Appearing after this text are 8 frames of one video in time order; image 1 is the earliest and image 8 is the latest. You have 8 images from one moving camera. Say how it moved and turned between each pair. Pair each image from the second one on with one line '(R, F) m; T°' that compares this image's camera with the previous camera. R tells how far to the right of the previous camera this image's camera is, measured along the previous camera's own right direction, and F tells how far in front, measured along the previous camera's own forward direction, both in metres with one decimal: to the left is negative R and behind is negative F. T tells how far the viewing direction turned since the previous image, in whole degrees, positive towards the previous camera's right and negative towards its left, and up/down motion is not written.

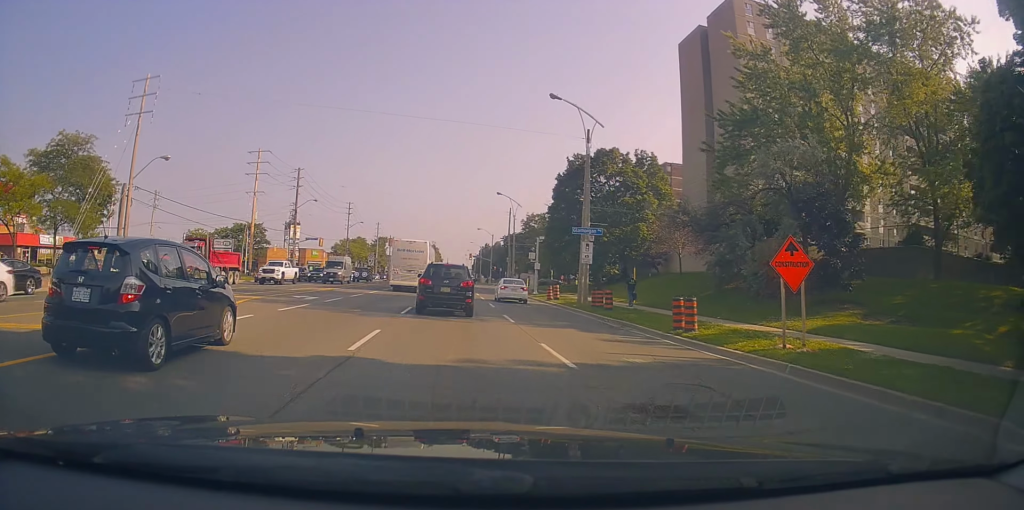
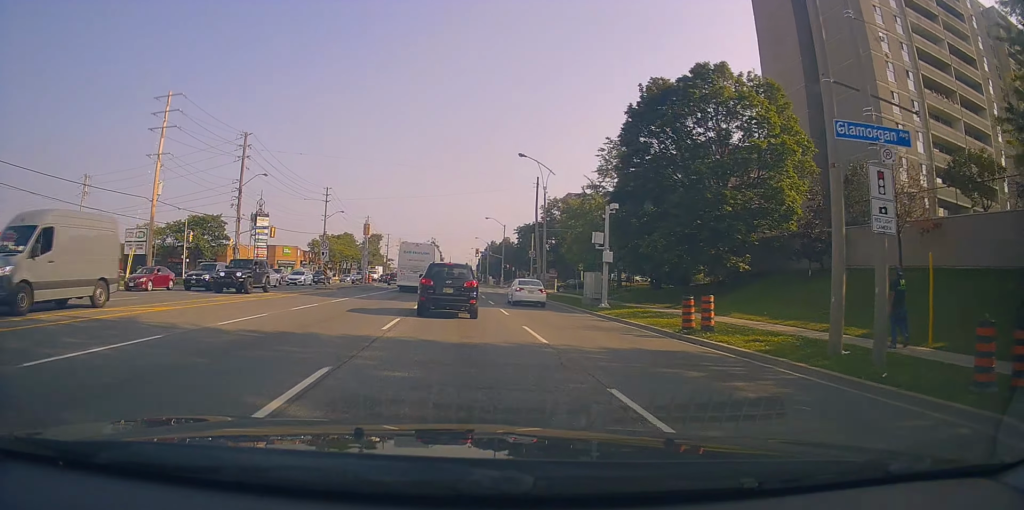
(-0.6, +23.1) m; -1°
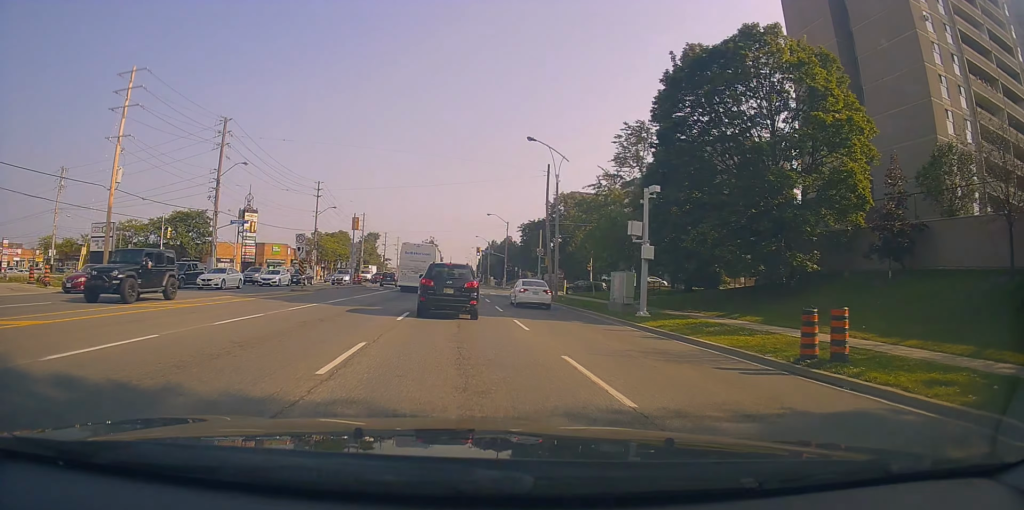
(+0.3, +6.1) m; 0°
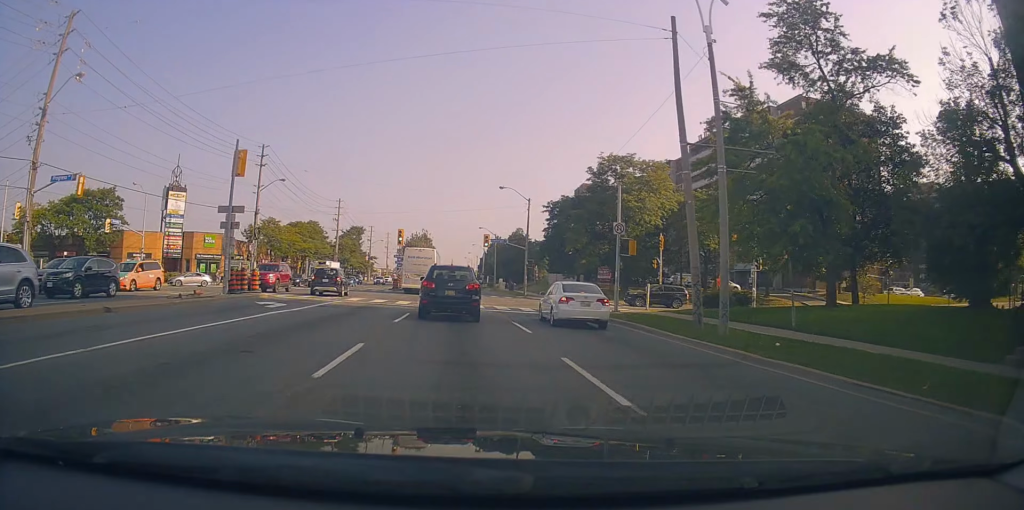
(-0.2, +27.4) m; 0°
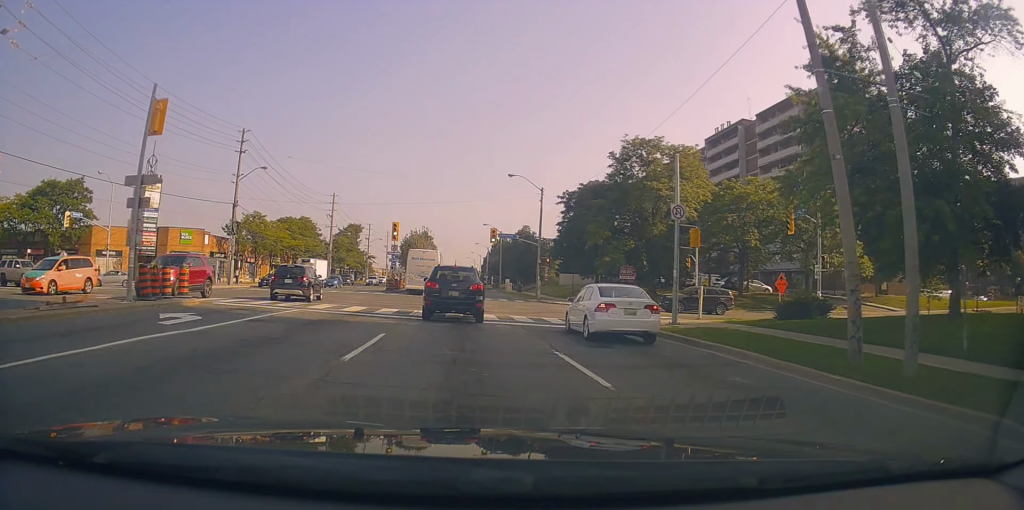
(0.0, +7.2) m; 0°
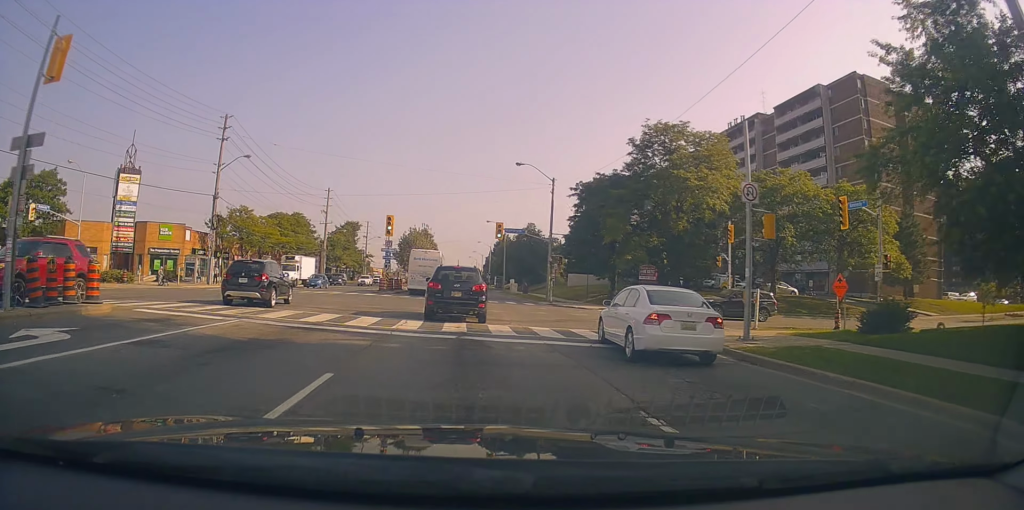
(0.0, +5.1) m; 0°
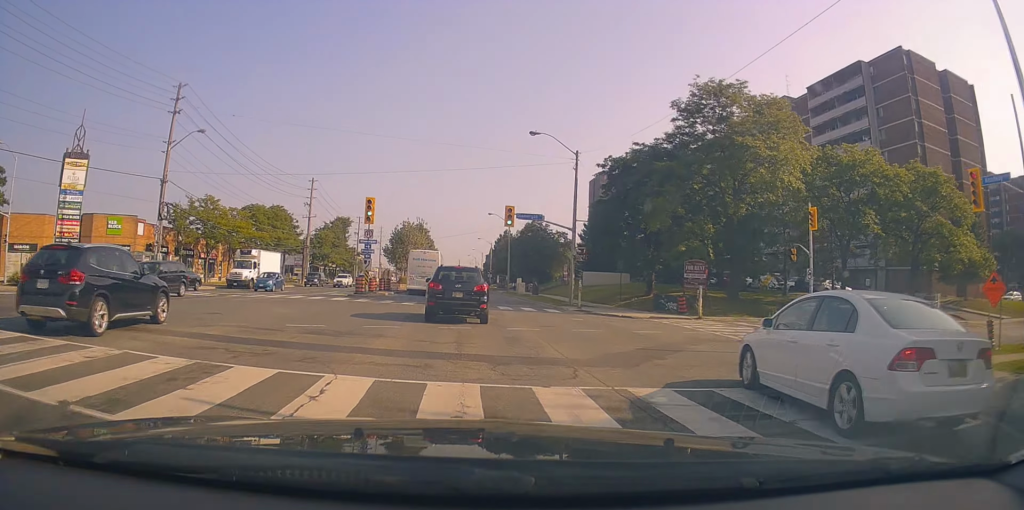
(0.0, +9.6) m; 0°
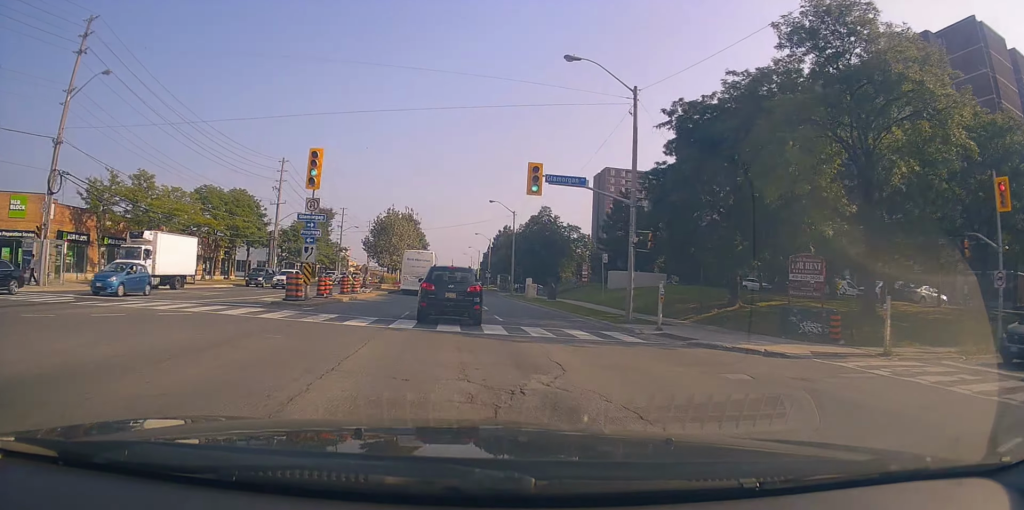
(+0.1, +13.4) m; 0°
